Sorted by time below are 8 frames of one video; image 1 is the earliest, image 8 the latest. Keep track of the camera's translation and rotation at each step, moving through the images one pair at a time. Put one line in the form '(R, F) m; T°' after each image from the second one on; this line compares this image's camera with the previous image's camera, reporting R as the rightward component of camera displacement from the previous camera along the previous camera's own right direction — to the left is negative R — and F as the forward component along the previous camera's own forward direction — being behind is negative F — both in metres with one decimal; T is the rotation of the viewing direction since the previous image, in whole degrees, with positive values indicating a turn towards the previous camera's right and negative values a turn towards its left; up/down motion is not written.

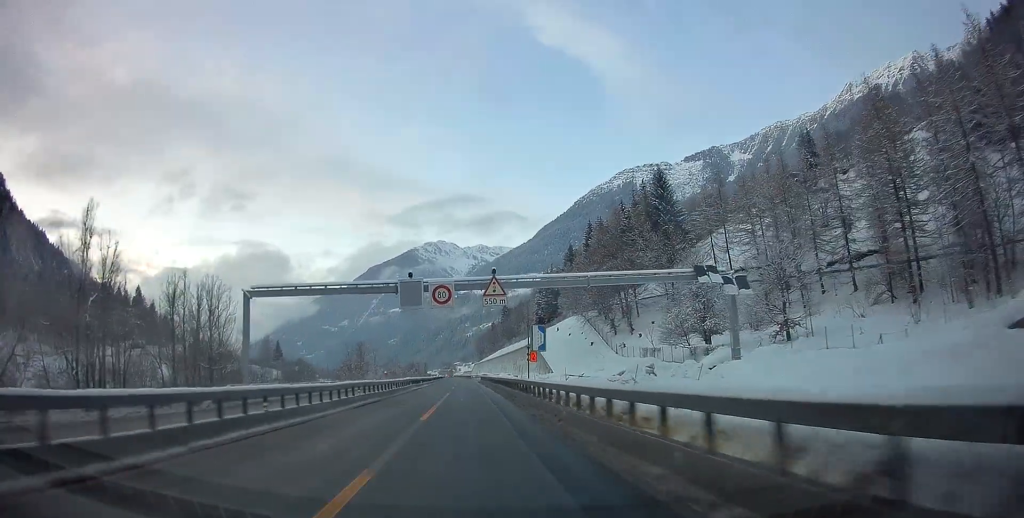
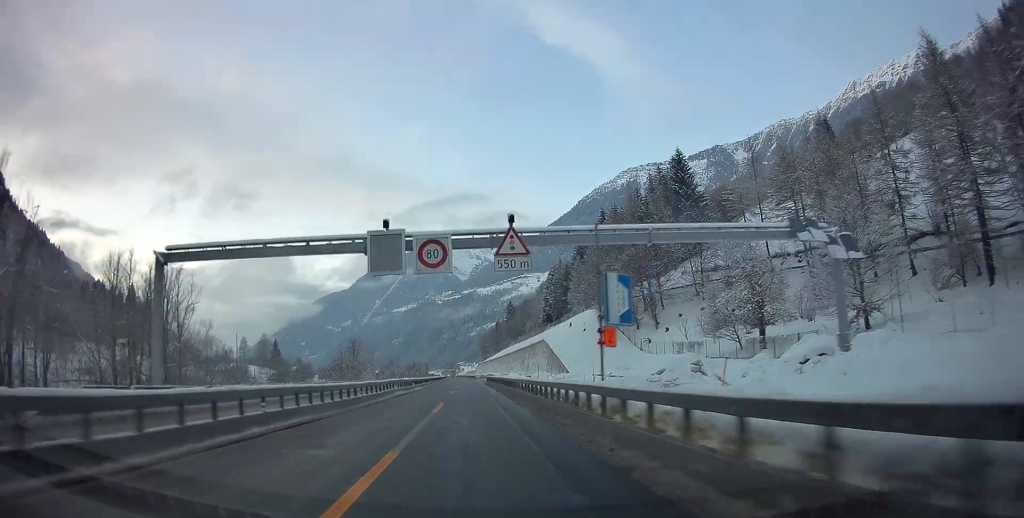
(-0.2, +12.9) m; 0°
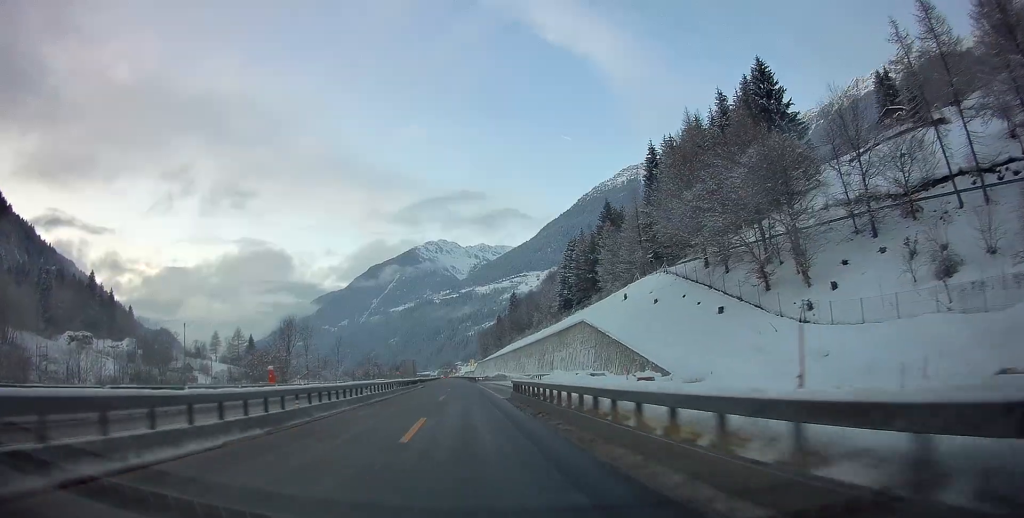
(-0.1, +45.0) m; 0°
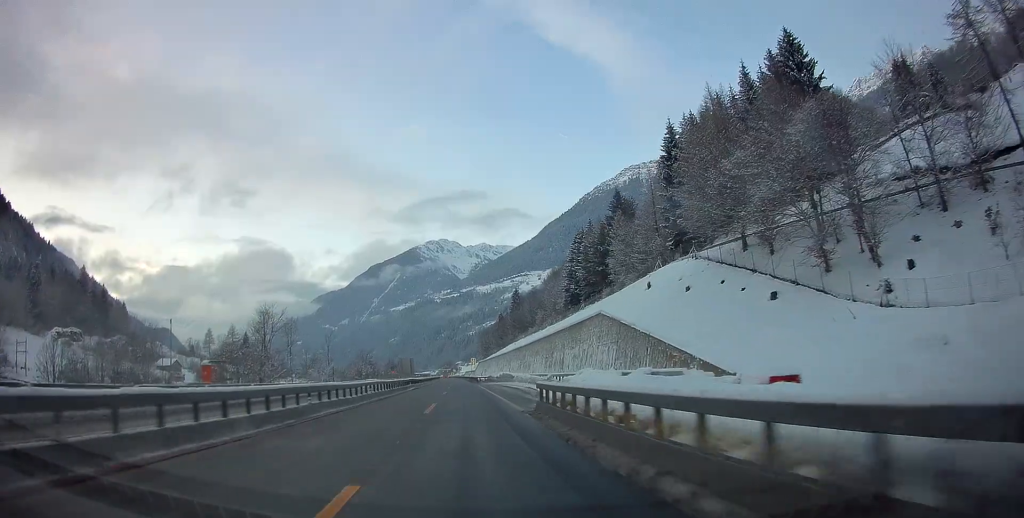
(+0.1, +10.0) m; 0°
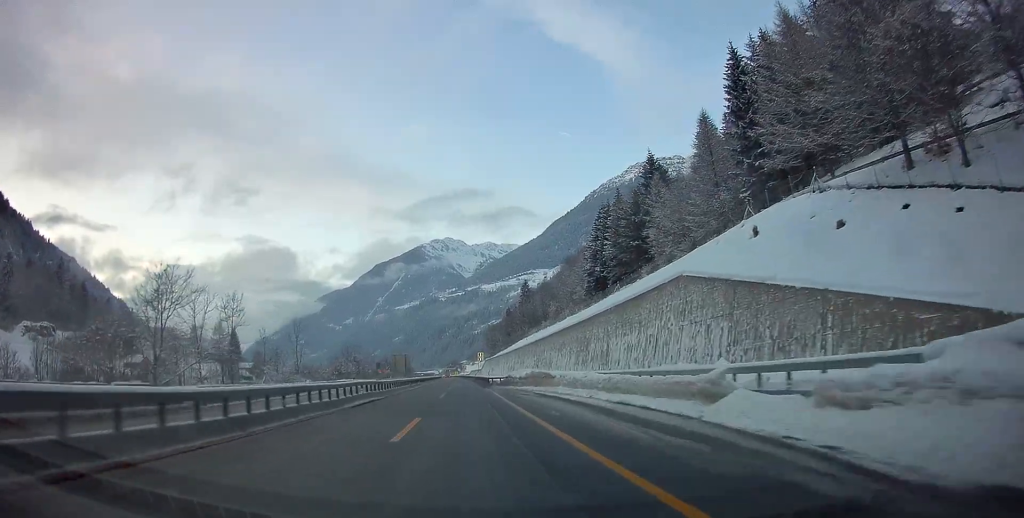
(-0.1, +26.4) m; -1°
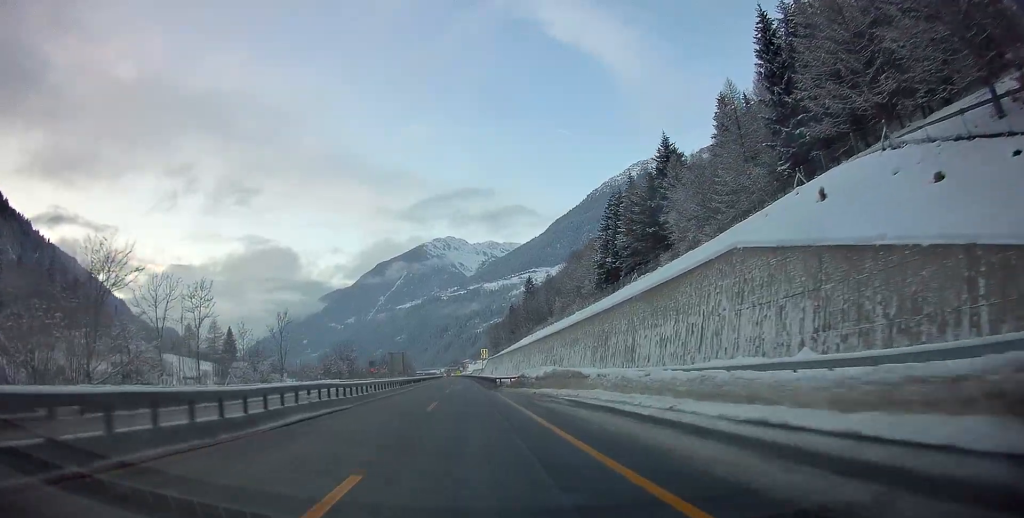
(-0.1, +10.0) m; 0°
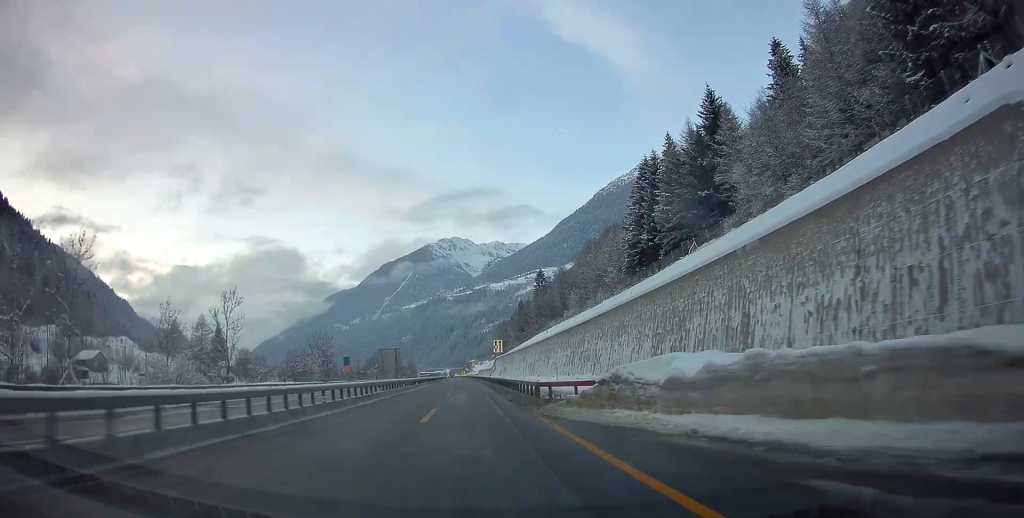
(0.0, +22.8) m; 0°
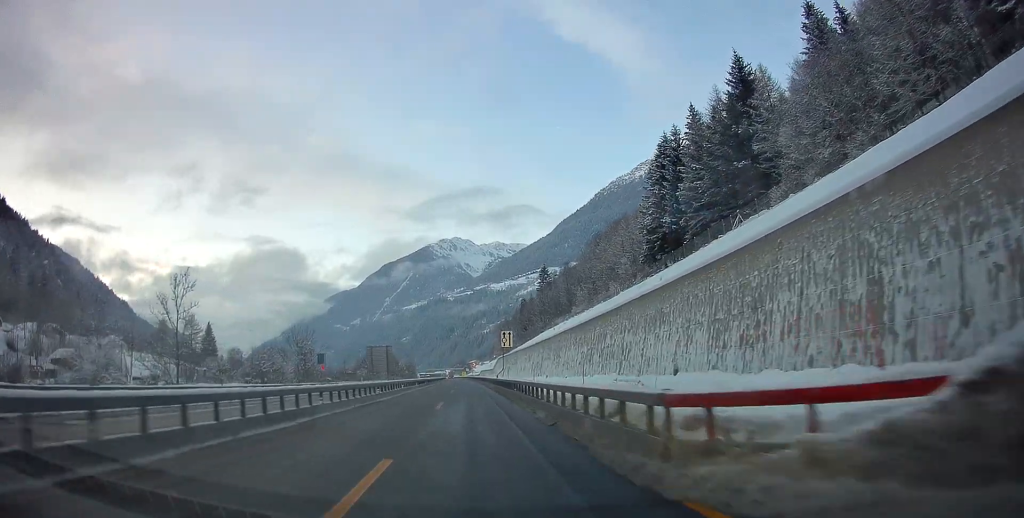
(0.0, +12.1) m; 0°
